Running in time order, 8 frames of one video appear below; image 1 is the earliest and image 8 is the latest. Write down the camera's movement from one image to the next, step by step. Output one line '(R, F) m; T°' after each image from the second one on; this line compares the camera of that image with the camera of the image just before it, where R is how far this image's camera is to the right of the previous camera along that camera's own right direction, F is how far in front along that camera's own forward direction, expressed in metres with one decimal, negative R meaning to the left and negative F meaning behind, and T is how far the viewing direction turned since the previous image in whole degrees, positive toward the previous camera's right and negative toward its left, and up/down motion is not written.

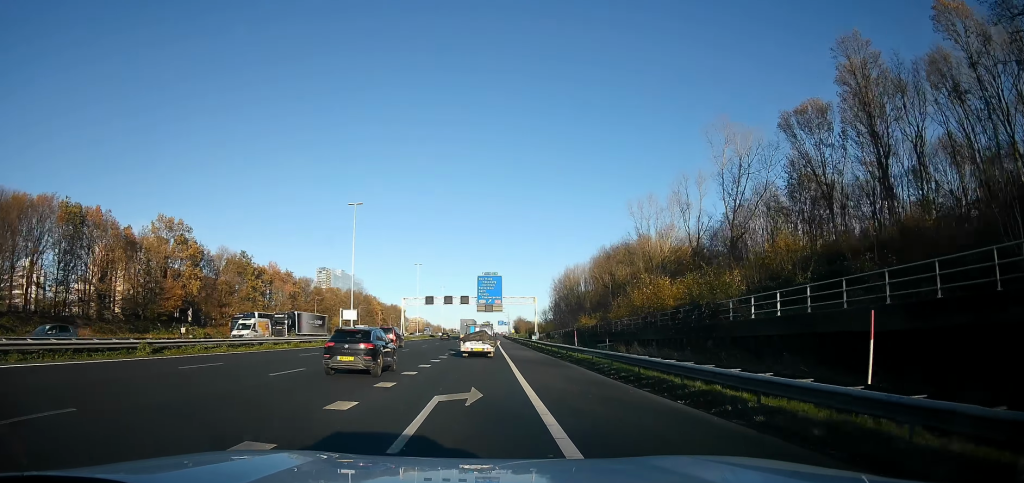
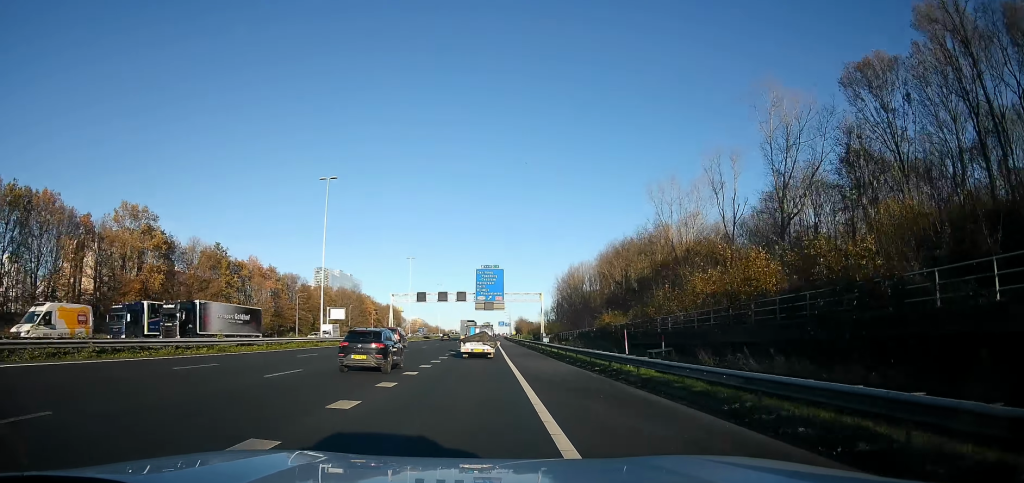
(-0.1, +12.1) m; 0°
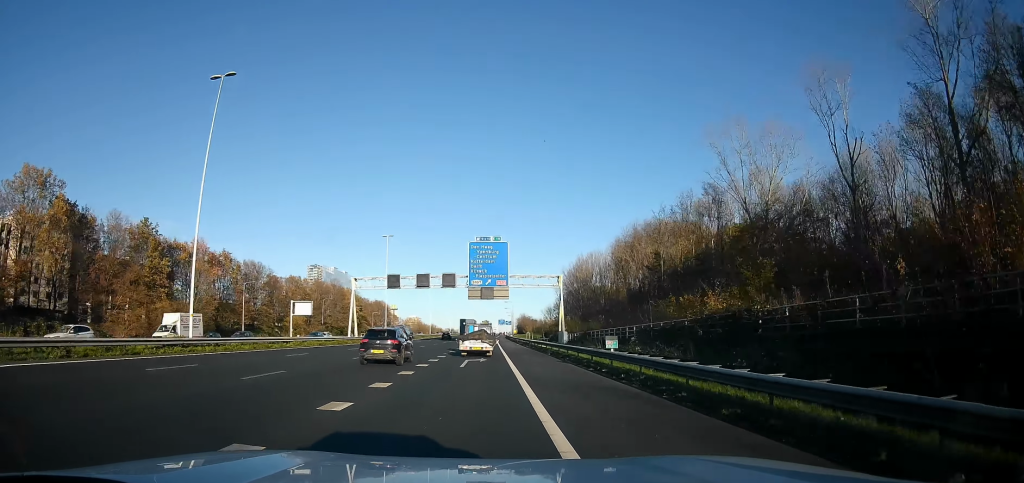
(-0.2, +24.9) m; -1°
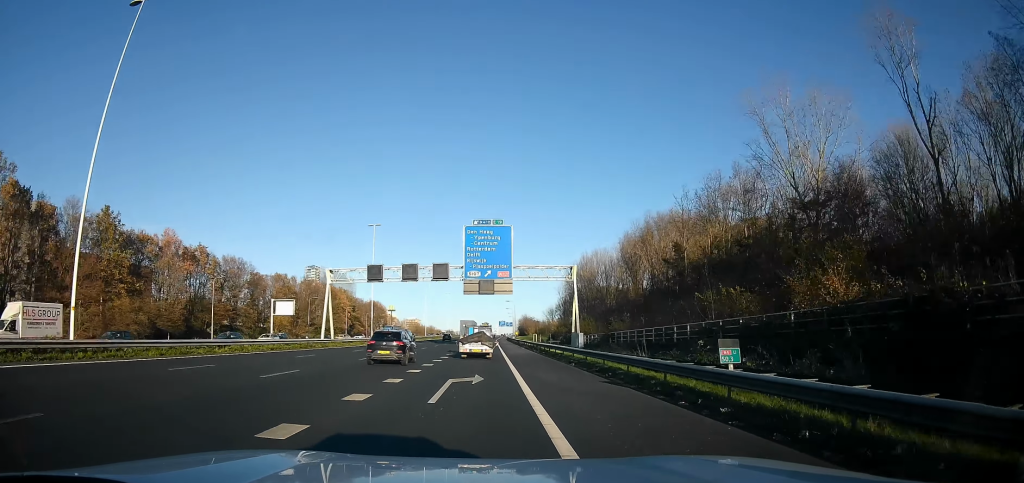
(0.0, +10.5) m; 0°
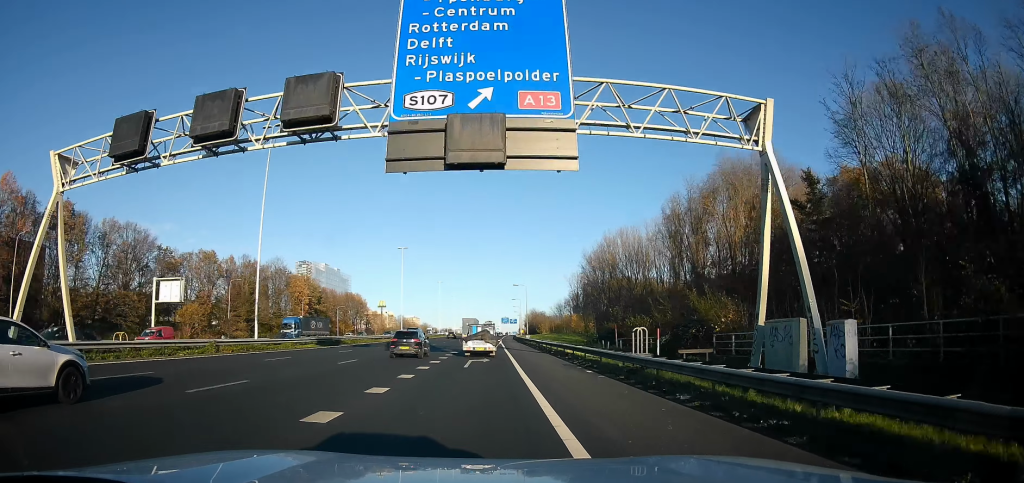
(0.0, +39.1) m; 0°
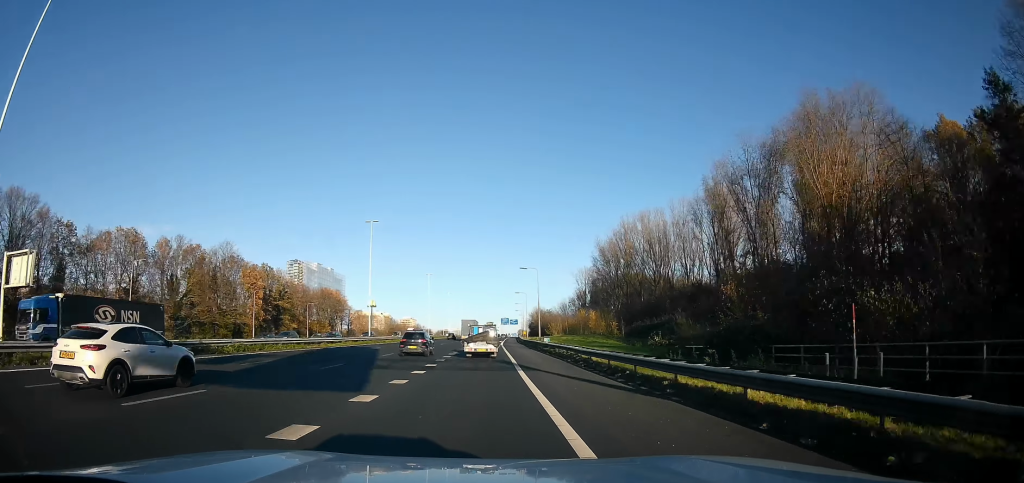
(0.0, +25.4) m; 0°
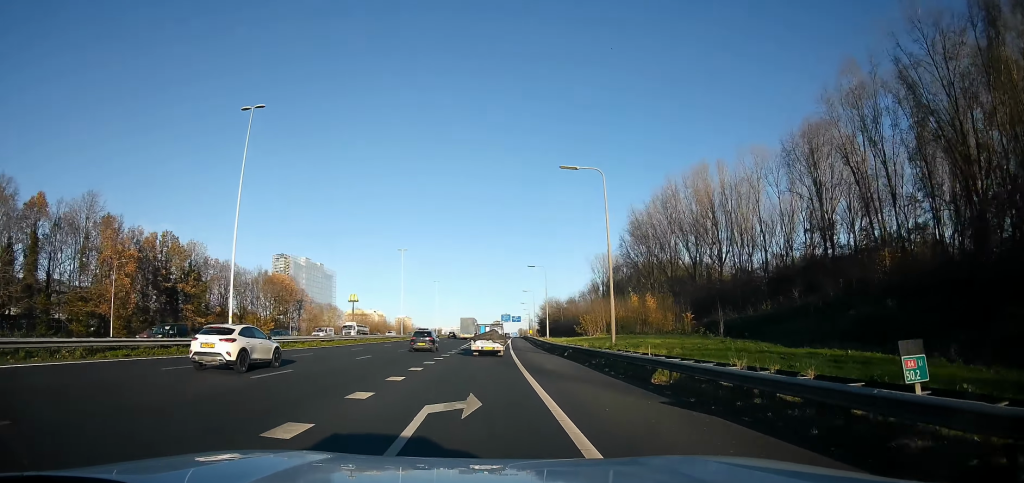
(+0.1, +40.6) m; 0°
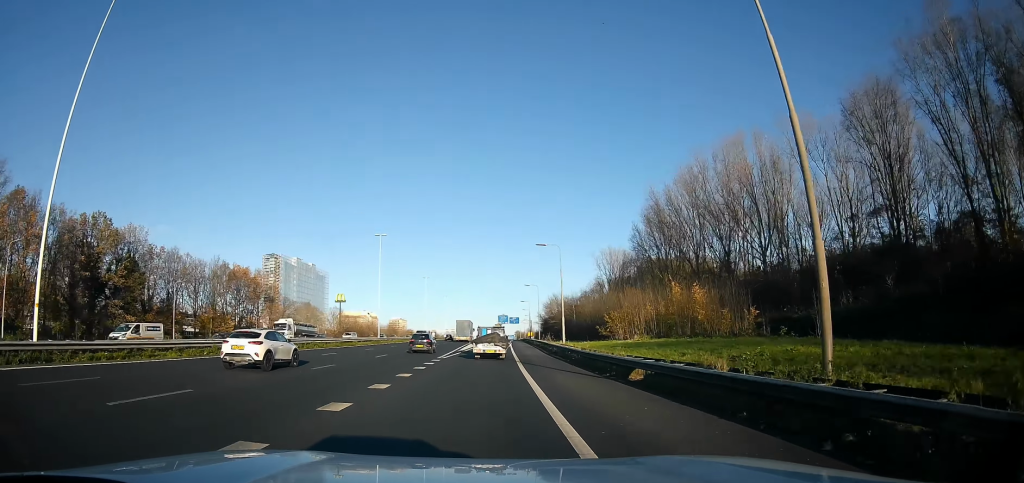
(0.0, +17.5) m; +1°
